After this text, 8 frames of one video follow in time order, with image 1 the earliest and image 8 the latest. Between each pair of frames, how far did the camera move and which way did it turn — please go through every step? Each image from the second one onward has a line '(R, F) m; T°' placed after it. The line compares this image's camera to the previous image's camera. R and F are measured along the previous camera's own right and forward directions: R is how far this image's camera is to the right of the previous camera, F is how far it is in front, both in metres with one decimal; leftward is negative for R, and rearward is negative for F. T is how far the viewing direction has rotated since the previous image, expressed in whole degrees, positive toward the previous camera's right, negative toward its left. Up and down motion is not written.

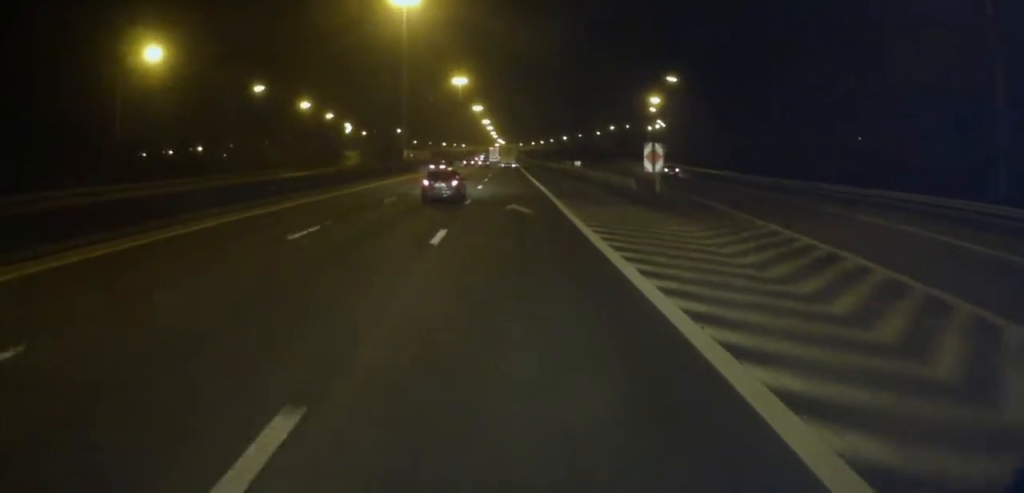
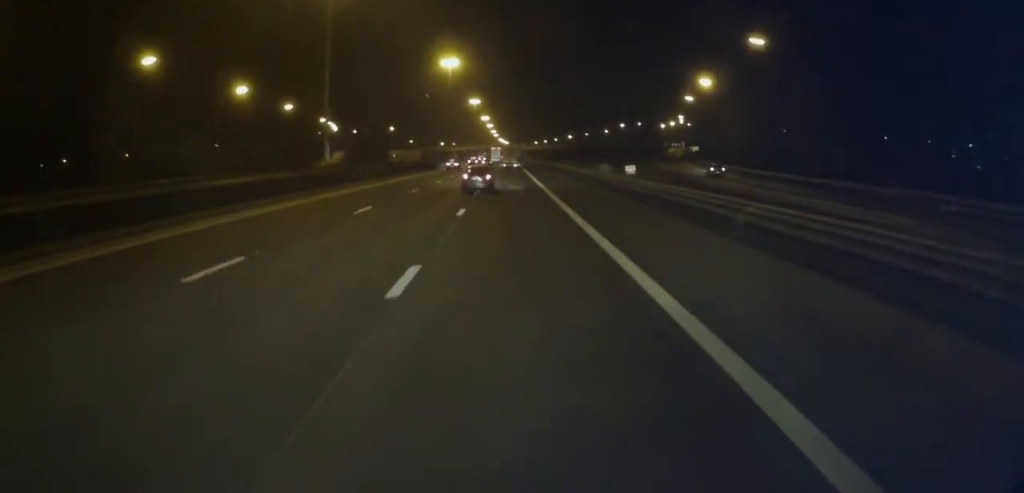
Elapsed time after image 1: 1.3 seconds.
(-0.4, +30.5) m; 0°
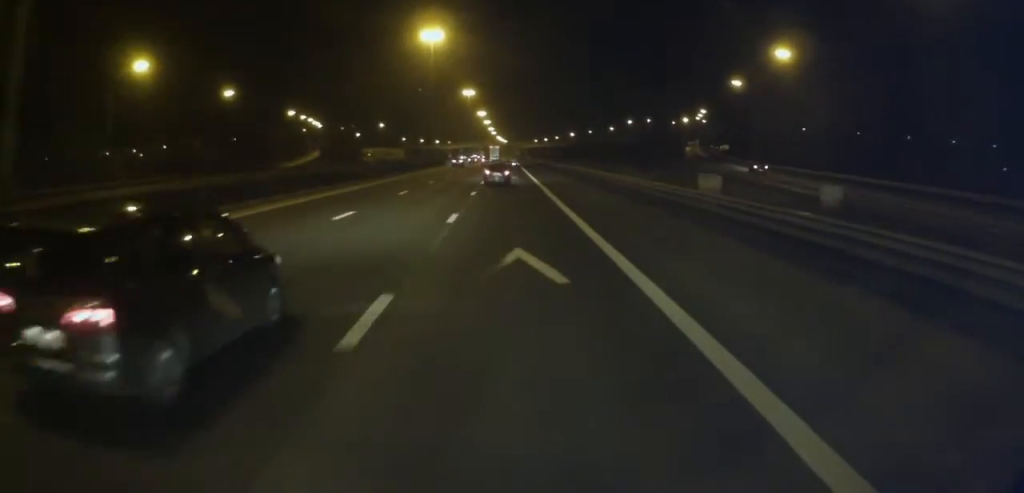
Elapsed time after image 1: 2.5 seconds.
(+0.4, +27.4) m; +1°
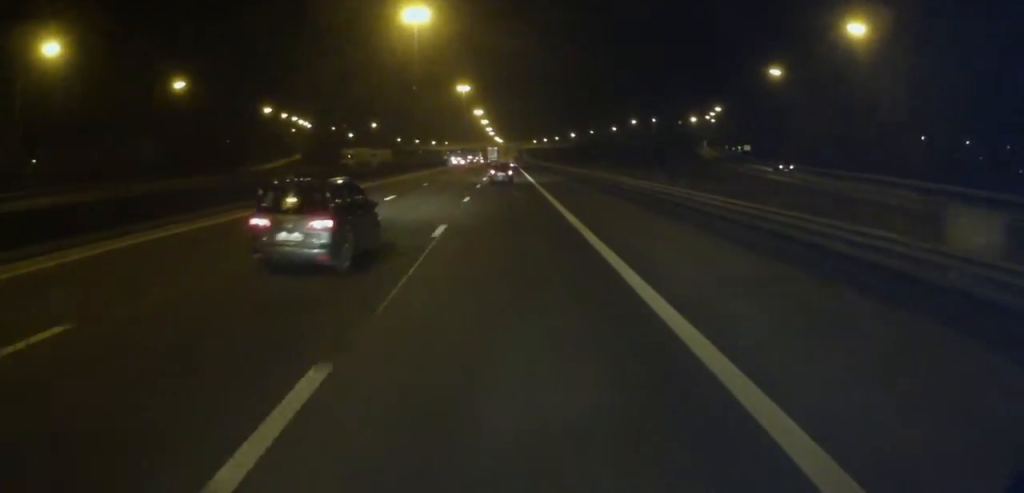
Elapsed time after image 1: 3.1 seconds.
(0.0, +15.6) m; -1°
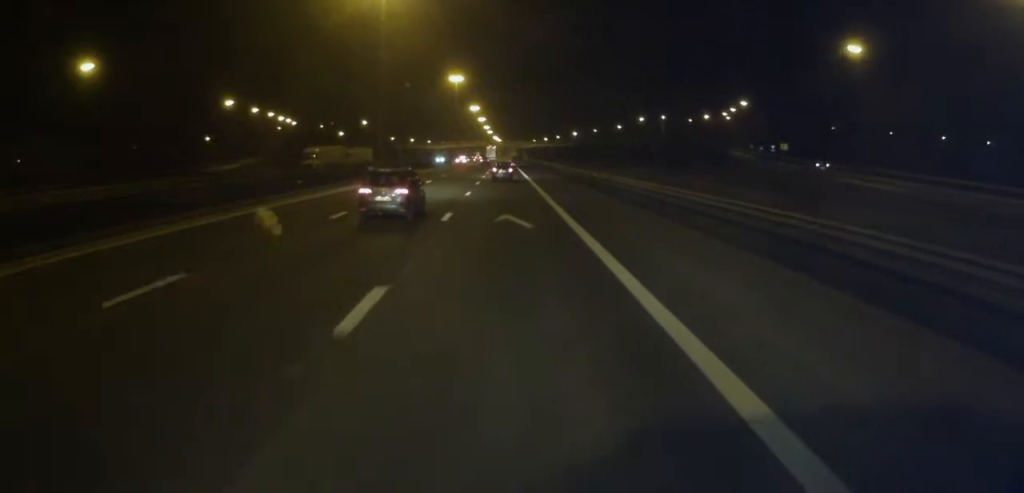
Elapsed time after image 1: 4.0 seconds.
(-0.3, +21.1) m; 0°
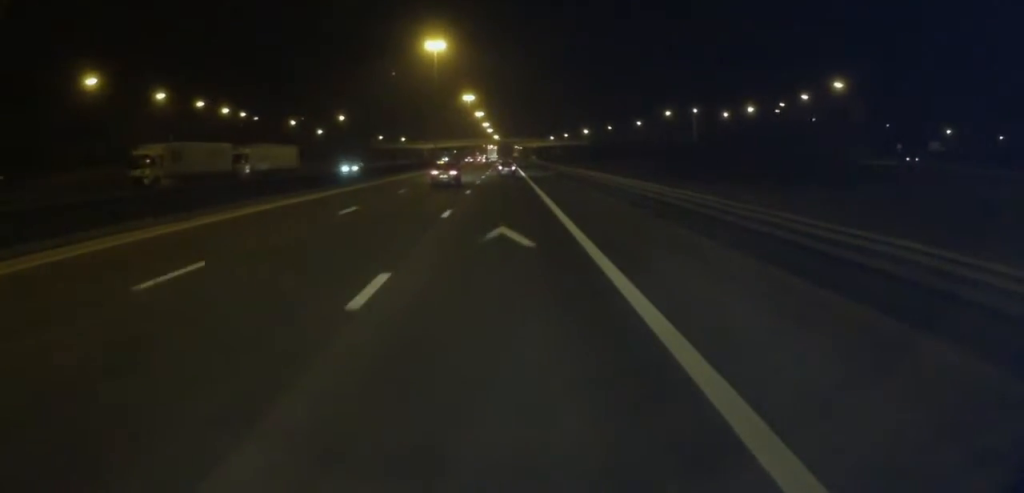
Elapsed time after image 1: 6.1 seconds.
(+0.5, +48.5) m; +1°
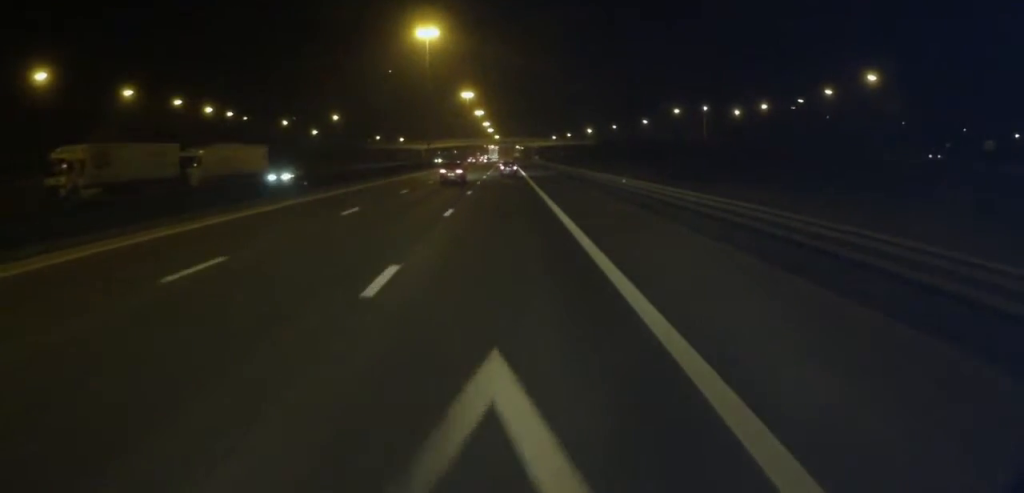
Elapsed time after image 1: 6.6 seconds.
(0.0, +11.7) m; 0°
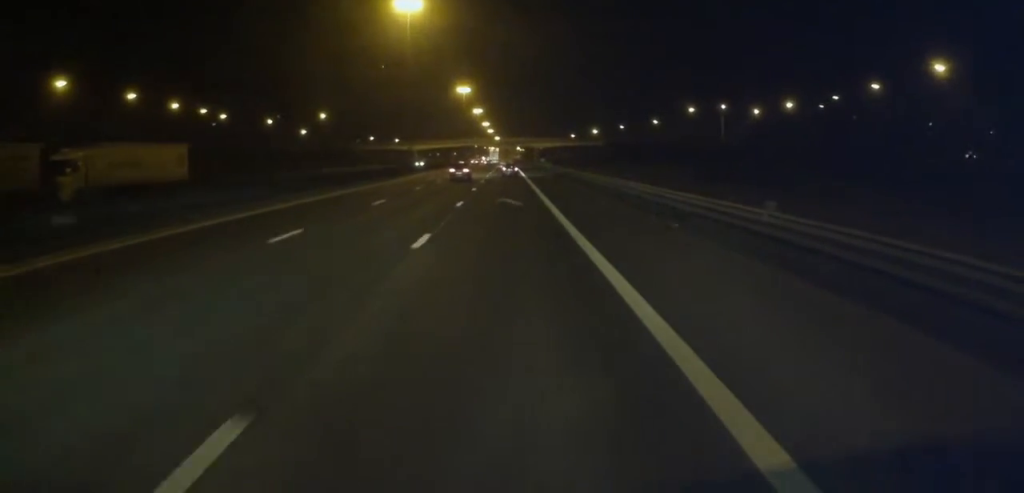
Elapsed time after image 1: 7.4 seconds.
(+0.2, +19.6) m; -1°
